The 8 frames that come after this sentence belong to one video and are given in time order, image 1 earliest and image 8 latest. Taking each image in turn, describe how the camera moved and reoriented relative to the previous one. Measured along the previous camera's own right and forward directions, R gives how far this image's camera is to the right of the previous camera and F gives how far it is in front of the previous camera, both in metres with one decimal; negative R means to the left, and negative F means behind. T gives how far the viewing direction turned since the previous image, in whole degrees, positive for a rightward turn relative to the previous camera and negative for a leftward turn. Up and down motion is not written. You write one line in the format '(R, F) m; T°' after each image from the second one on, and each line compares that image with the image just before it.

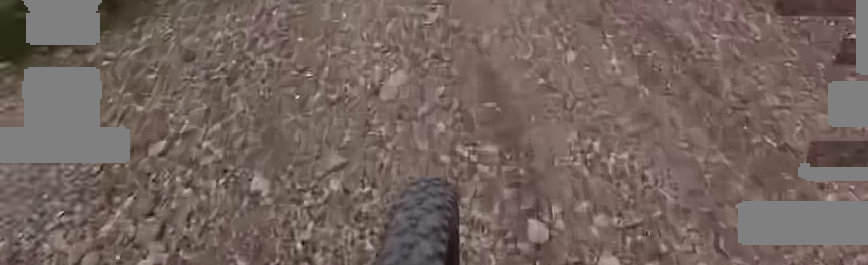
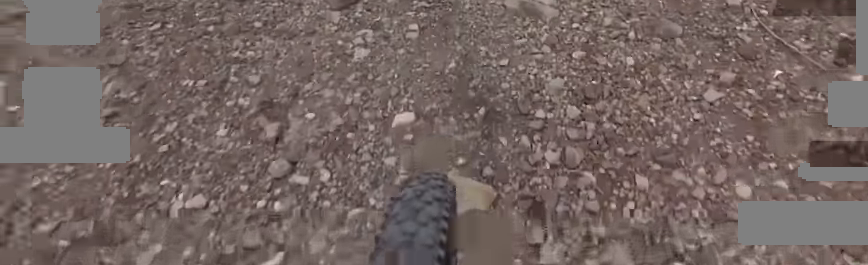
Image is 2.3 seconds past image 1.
(-0.8, +16.8) m; -9°
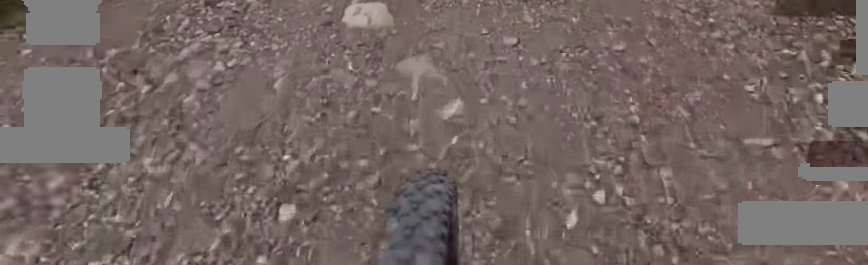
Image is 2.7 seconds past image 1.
(-0.1, +3.5) m; -1°
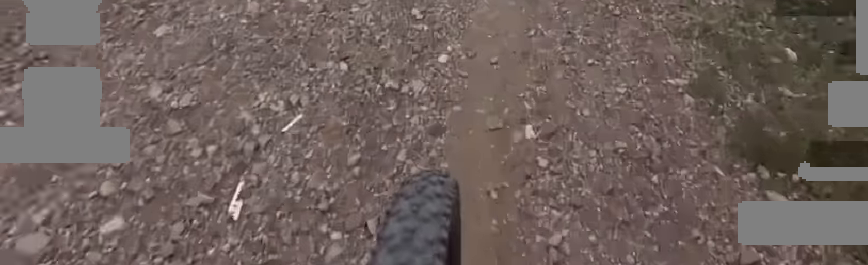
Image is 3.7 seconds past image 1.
(0.0, +7.8) m; +3°
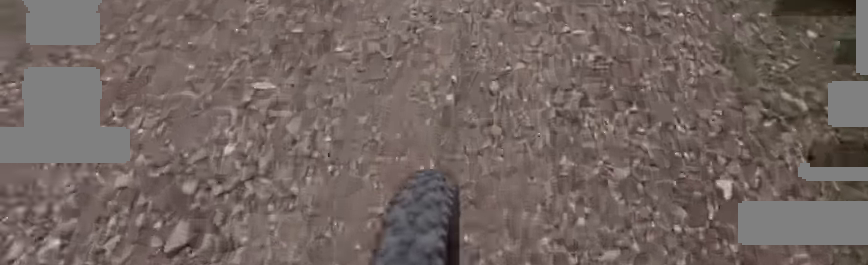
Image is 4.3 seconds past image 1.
(+0.2, +4.6) m; 0°
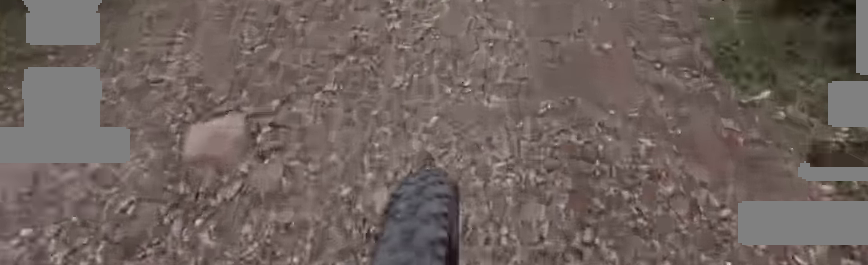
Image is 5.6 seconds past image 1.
(-0.2, +9.9) m; 0°
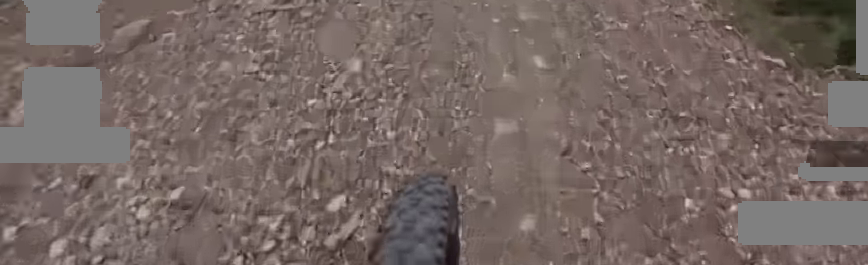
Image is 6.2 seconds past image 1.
(+0.2, +4.5) m; +4°
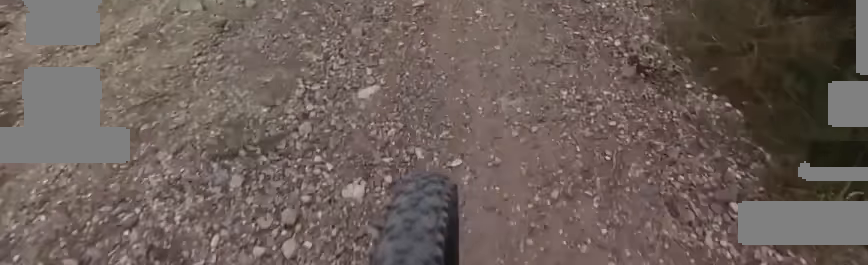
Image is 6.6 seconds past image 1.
(-0.1, +3.1) m; +4°
